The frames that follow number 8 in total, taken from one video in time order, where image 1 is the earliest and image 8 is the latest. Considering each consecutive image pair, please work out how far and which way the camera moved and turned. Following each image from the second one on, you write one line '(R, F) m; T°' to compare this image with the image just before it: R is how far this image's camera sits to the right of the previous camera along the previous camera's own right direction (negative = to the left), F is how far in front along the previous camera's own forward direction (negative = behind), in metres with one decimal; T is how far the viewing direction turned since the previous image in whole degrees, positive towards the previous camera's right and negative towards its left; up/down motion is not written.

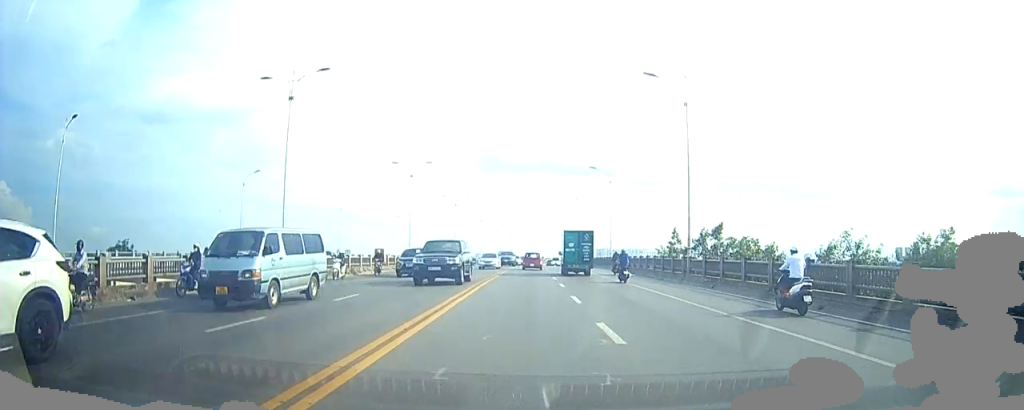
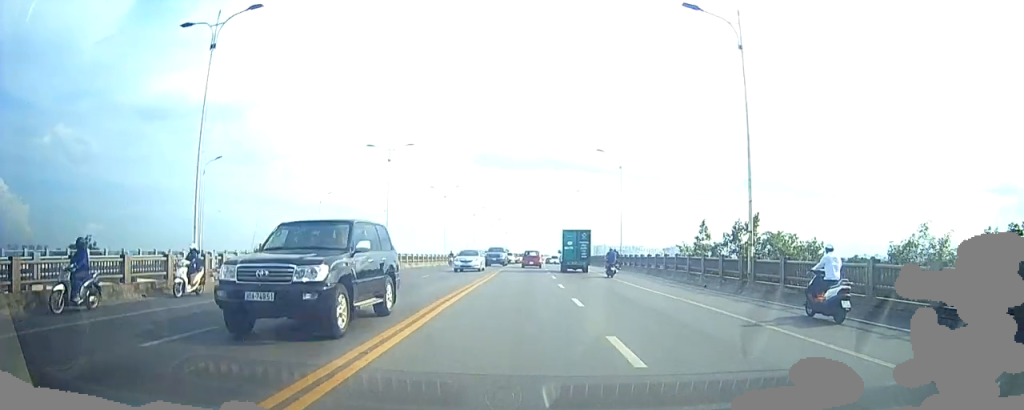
(+0.1, +8.6) m; 0°
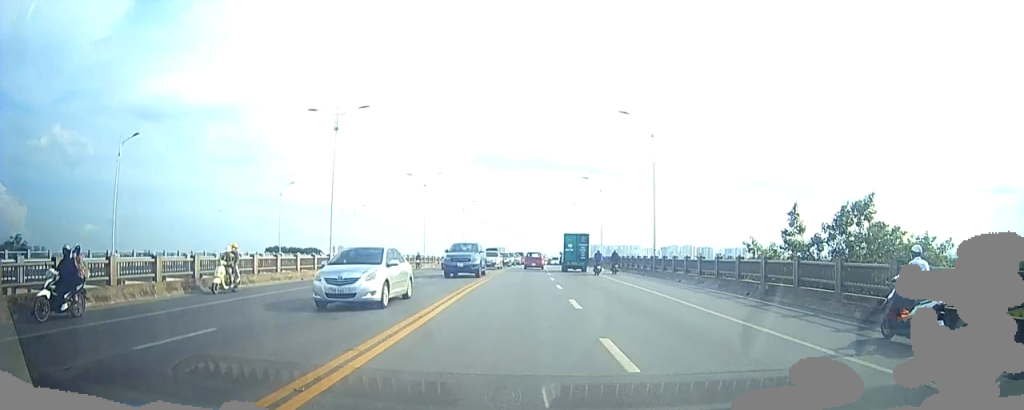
(-0.2, +13.0) m; -1°
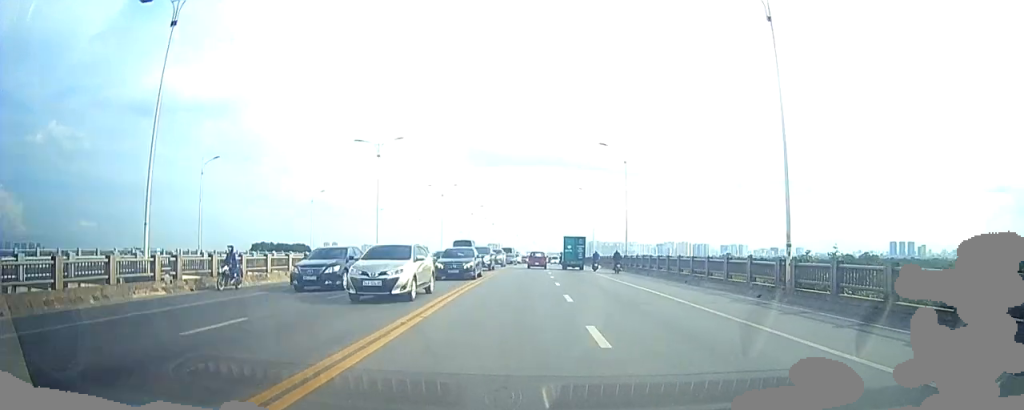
(0.0, +19.1) m; 0°
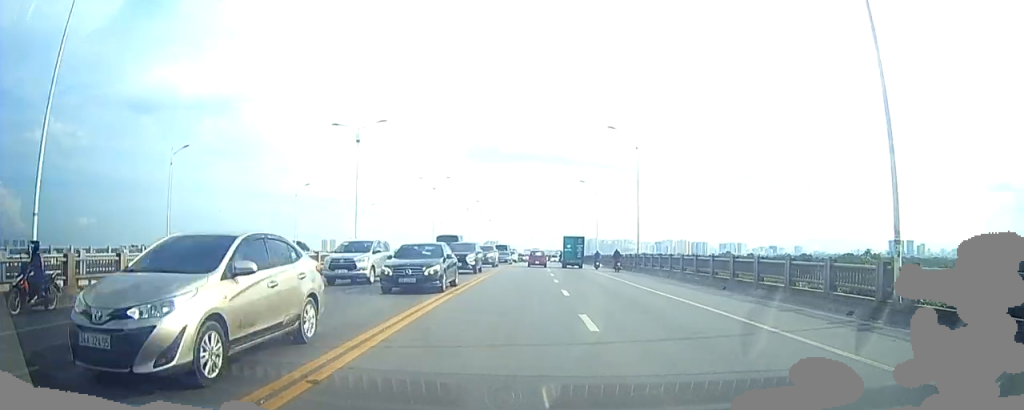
(0.0, +6.0) m; 0°
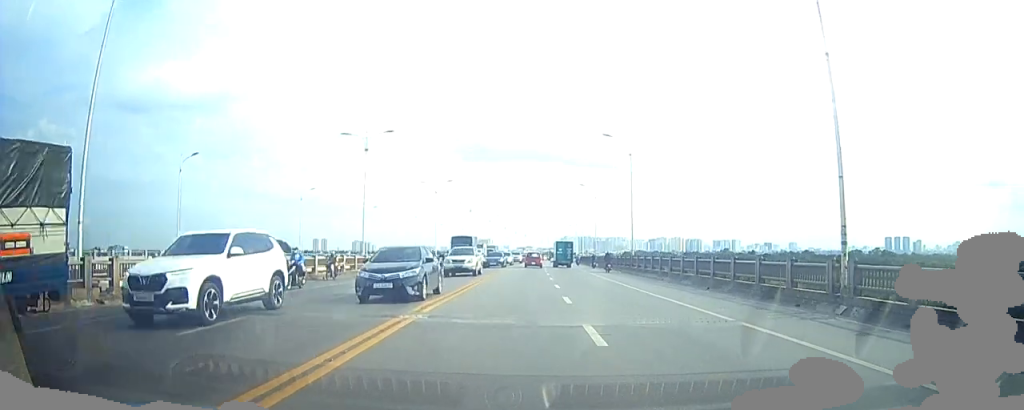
(+0.1, +28.6) m; 0°
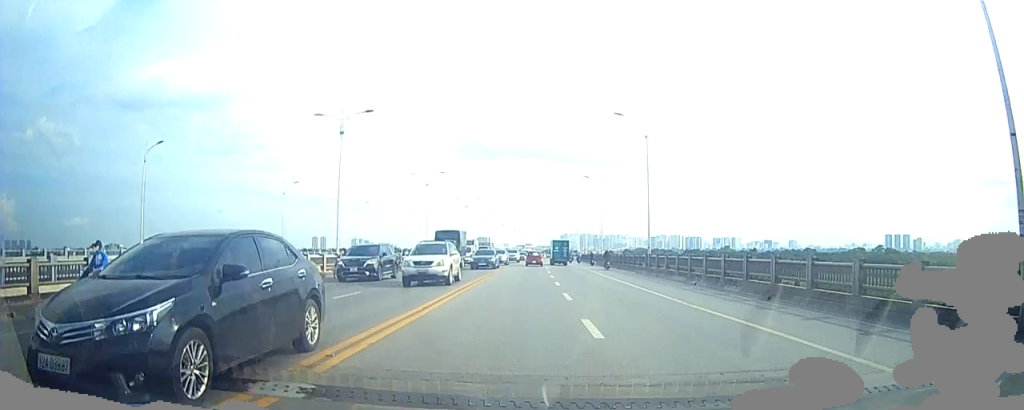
(0.0, +5.9) m; 0°
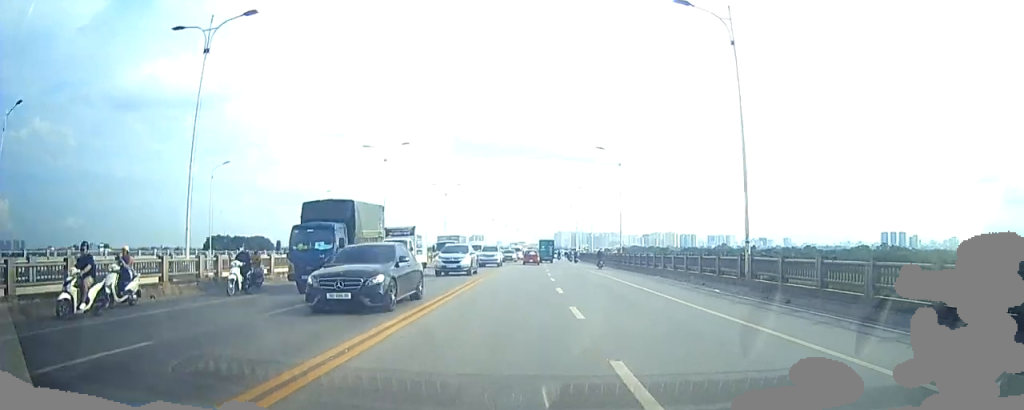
(0.0, +17.2) m; +1°
